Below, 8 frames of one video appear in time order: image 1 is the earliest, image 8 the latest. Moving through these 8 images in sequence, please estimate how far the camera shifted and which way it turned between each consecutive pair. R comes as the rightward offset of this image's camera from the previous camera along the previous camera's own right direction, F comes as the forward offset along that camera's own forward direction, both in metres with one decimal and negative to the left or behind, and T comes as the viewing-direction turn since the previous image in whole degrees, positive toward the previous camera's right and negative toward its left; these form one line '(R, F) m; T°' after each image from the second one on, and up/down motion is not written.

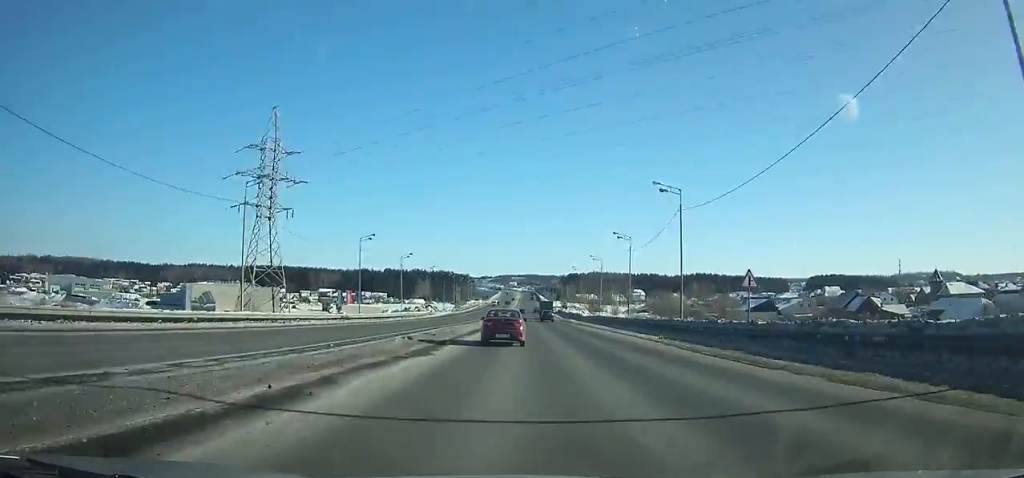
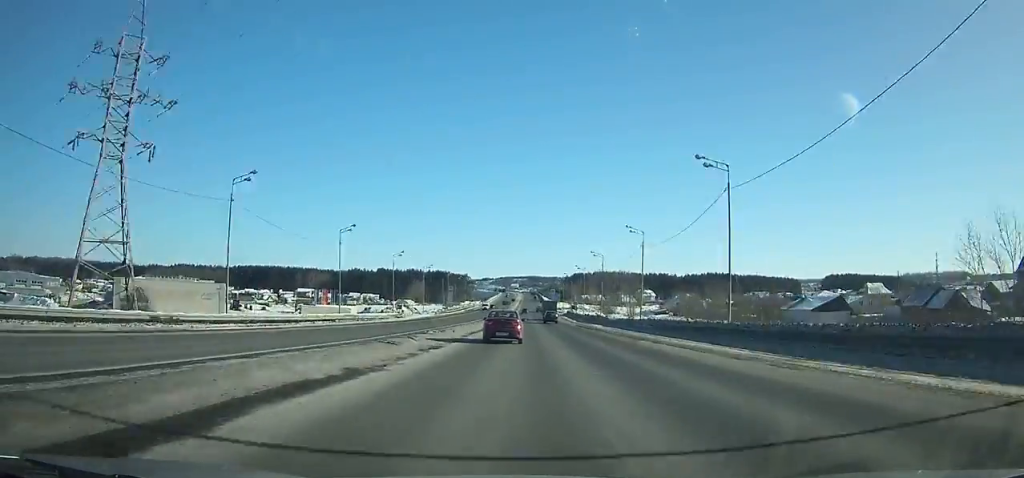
(+0.1, +35.4) m; 0°
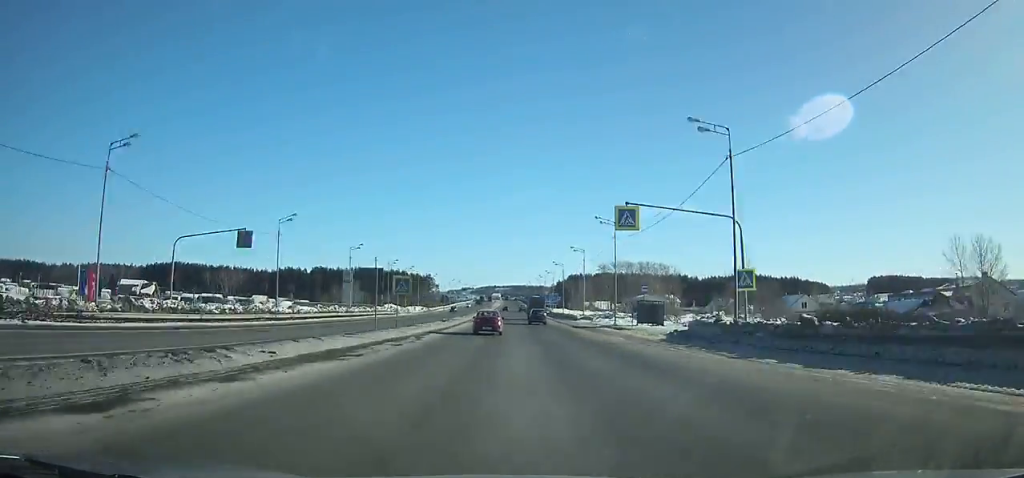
(+2.1, +128.2) m; +2°
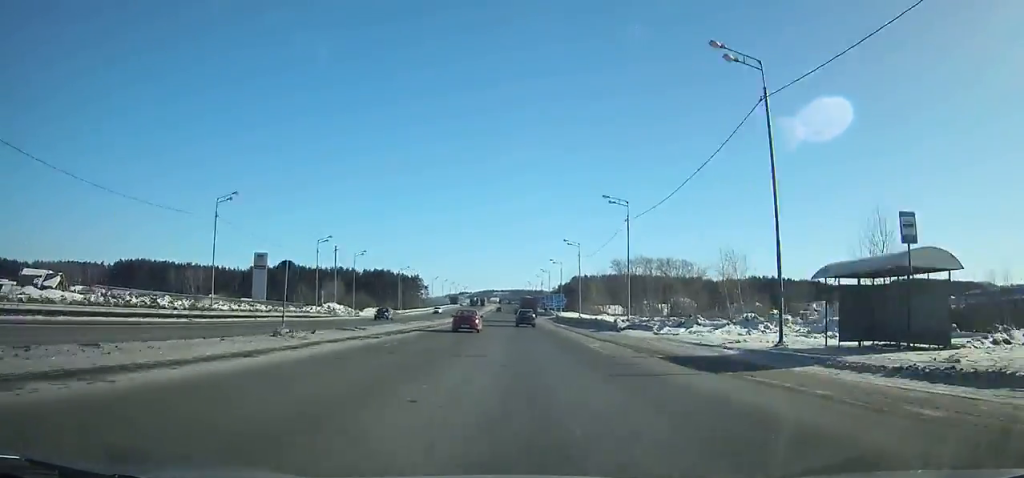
(+0.3, +38.9) m; 0°
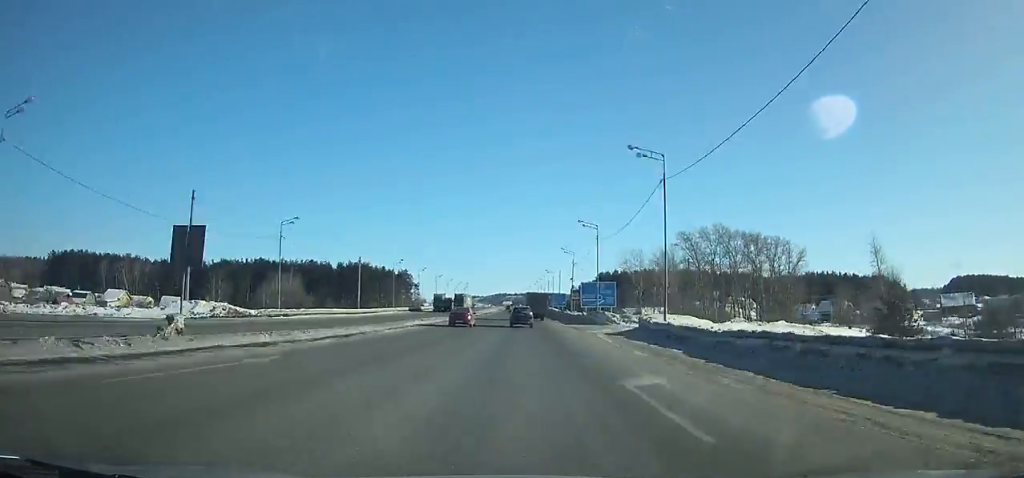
(-1.1, +72.1) m; -1°
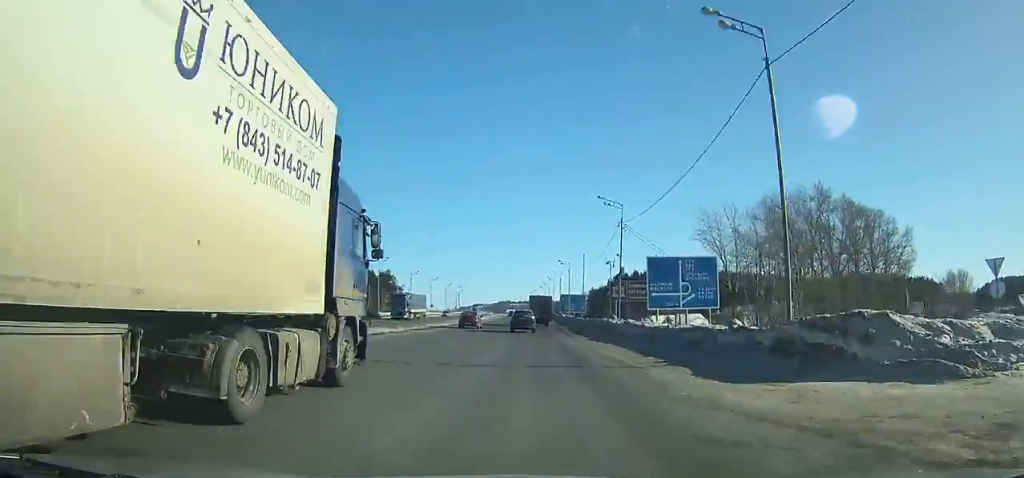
(-0.2, +45.0) m; 0°
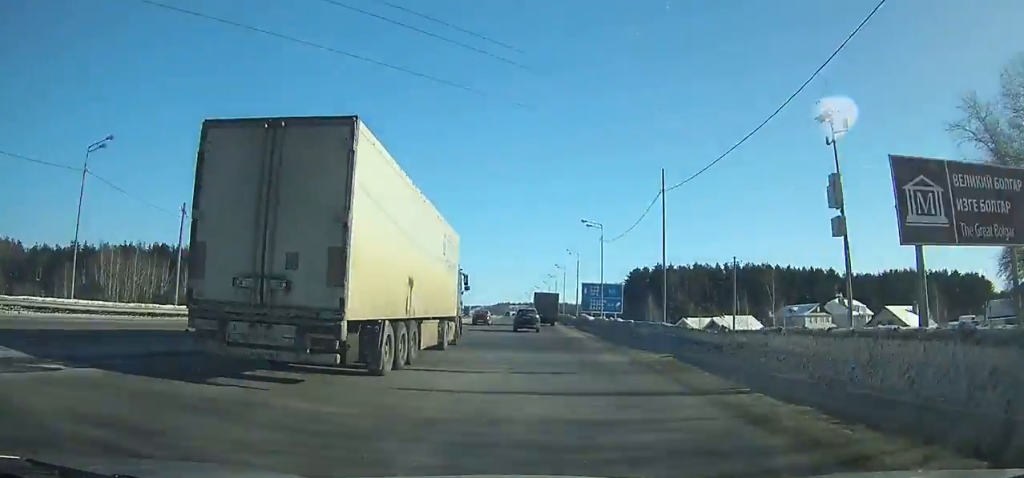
(-0.1, +45.7) m; 0°
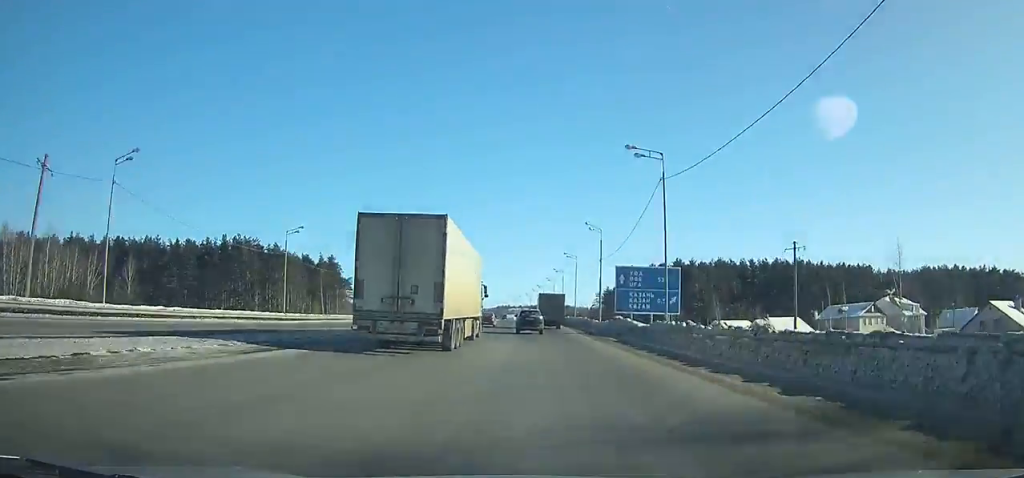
(0.0, +26.3) m; 0°
